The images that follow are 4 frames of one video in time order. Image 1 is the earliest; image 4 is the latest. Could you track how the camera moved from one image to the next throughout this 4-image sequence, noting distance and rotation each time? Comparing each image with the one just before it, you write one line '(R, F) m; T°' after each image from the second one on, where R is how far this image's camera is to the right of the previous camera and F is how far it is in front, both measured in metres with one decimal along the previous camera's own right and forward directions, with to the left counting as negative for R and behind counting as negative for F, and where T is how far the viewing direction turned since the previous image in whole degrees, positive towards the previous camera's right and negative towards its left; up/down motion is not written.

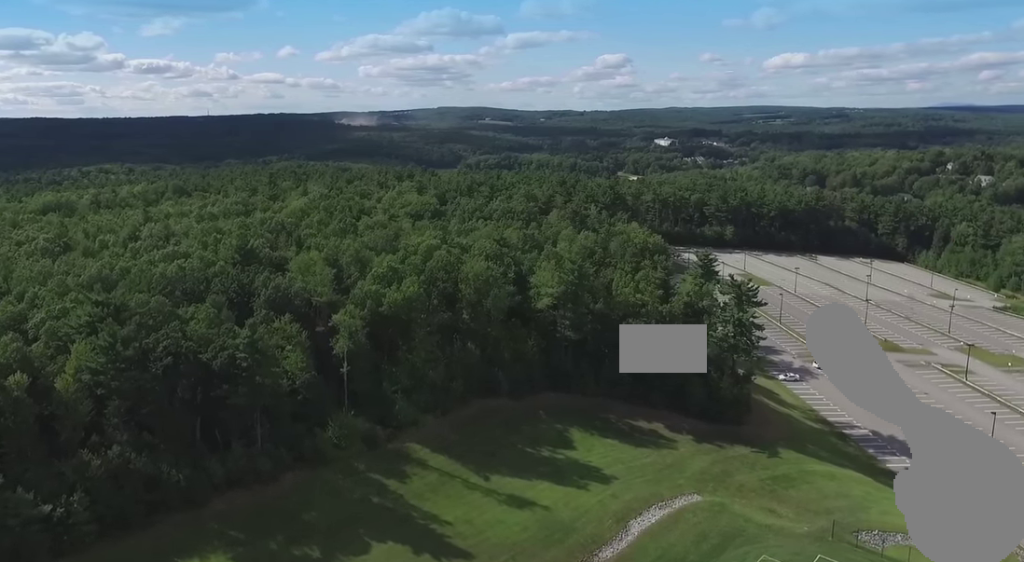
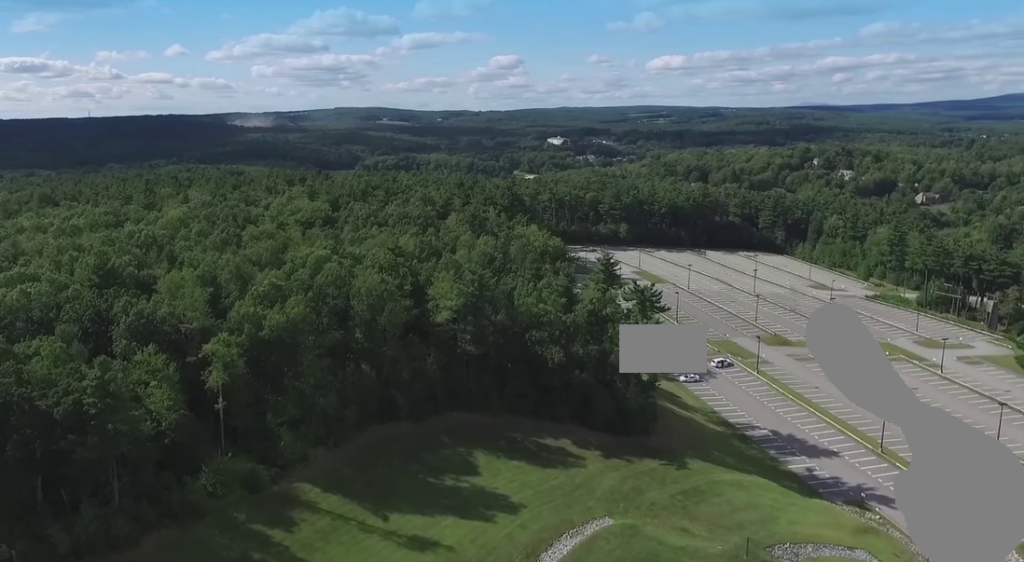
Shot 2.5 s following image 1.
(+1.0, +11.6) m; +7°
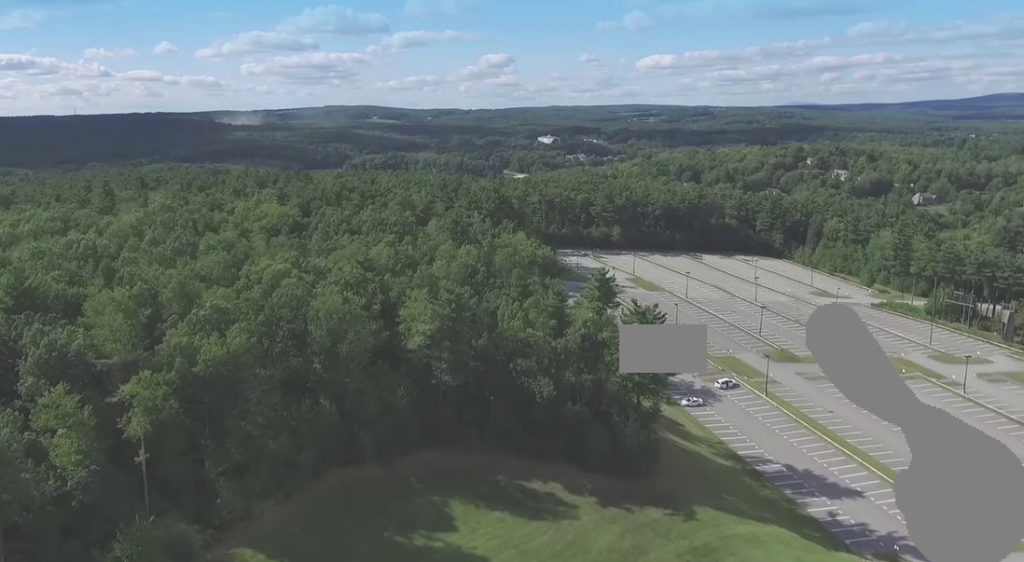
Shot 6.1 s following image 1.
(+0.2, +16.6) m; -1°
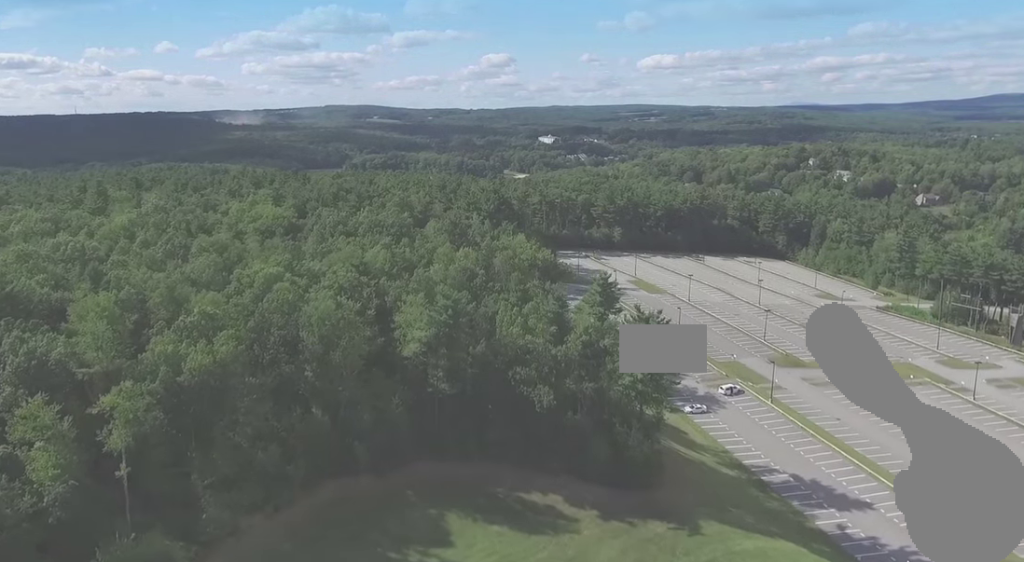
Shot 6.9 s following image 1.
(0.0, +3.9) m; 0°
